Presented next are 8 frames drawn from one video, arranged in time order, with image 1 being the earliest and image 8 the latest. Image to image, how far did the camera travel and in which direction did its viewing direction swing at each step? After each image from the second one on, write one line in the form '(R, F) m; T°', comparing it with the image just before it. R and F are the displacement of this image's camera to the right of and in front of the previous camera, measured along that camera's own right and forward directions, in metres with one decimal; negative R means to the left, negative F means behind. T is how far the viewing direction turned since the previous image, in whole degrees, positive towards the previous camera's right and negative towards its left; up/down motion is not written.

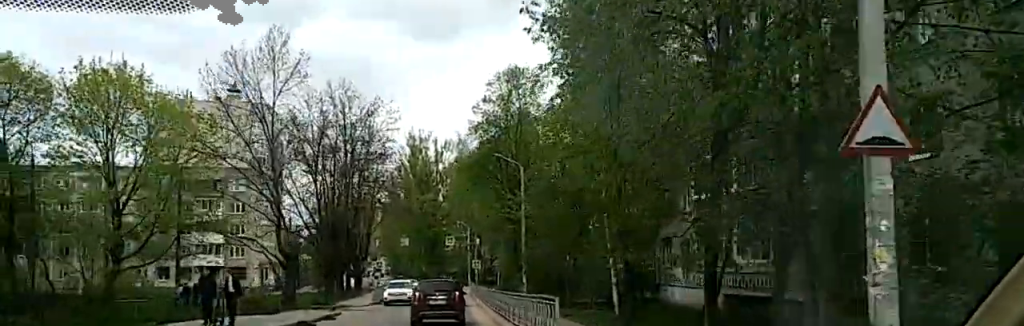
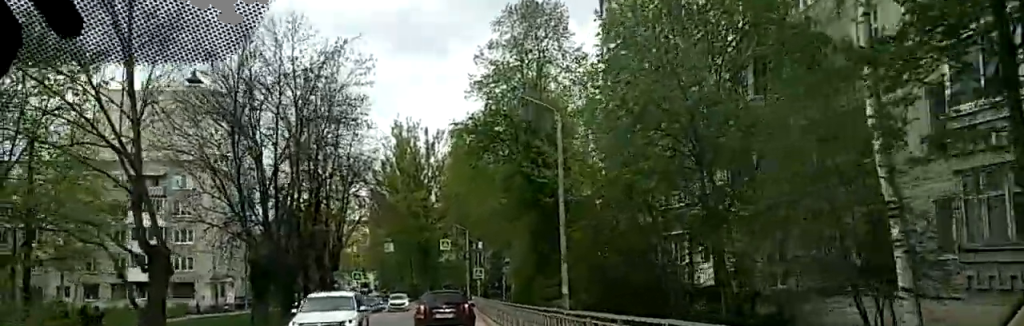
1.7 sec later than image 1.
(+0.3, +17.7) m; +1°
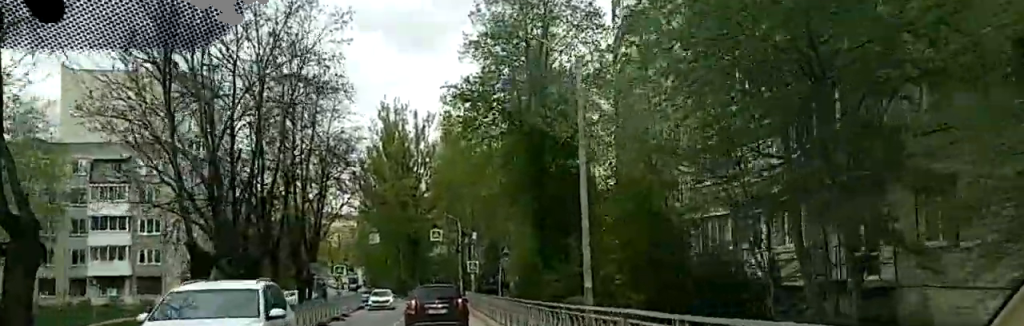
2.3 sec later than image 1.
(0.0, +6.1) m; 0°
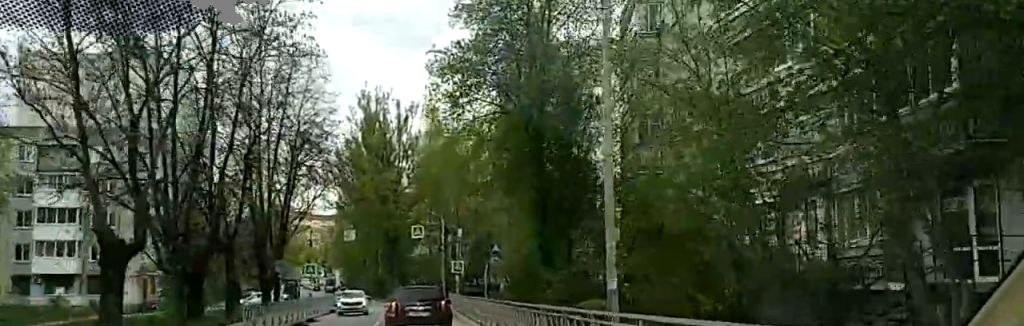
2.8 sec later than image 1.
(0.0, +5.2) m; 0°
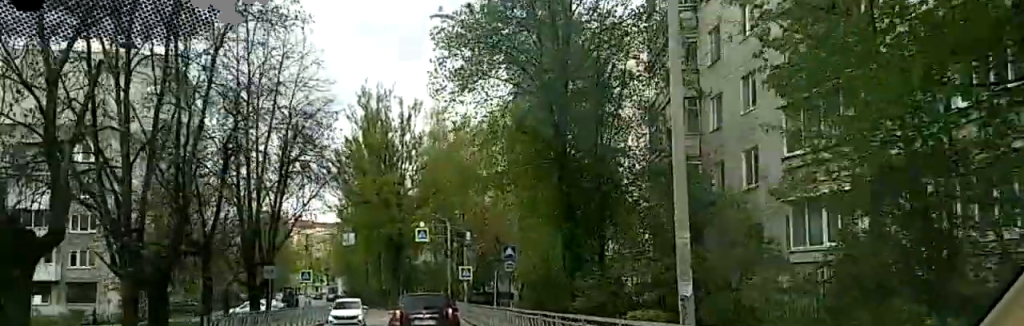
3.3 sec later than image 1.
(0.0, +4.6) m; +1°
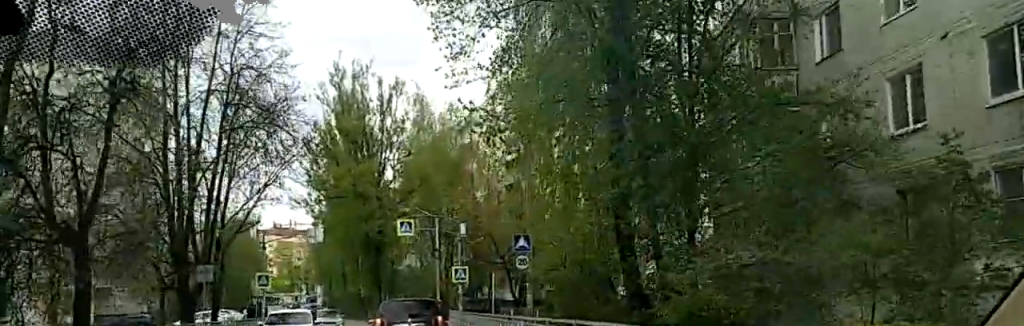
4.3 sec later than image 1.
(+0.1, +9.5) m; +2°
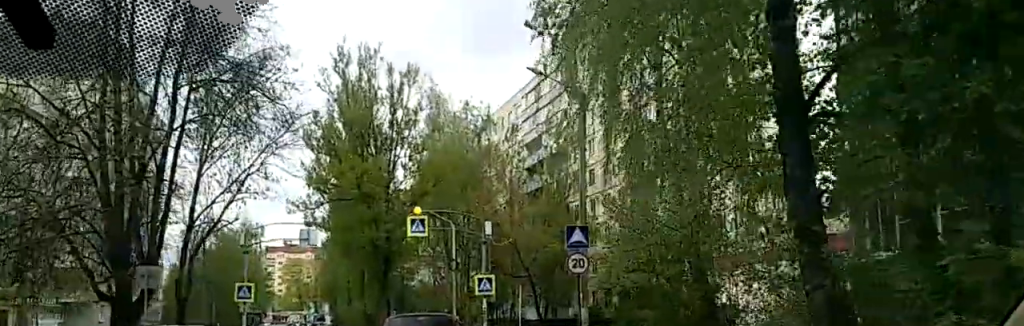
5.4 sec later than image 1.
(+0.2, +8.5) m; +1°
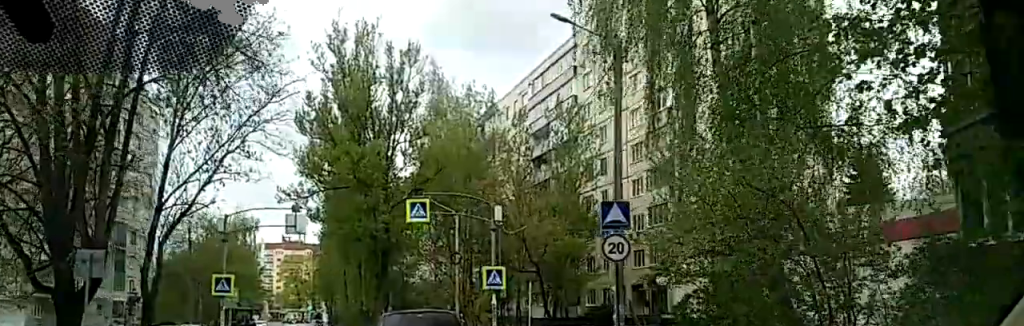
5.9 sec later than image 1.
(0.0, +4.2) m; 0°
